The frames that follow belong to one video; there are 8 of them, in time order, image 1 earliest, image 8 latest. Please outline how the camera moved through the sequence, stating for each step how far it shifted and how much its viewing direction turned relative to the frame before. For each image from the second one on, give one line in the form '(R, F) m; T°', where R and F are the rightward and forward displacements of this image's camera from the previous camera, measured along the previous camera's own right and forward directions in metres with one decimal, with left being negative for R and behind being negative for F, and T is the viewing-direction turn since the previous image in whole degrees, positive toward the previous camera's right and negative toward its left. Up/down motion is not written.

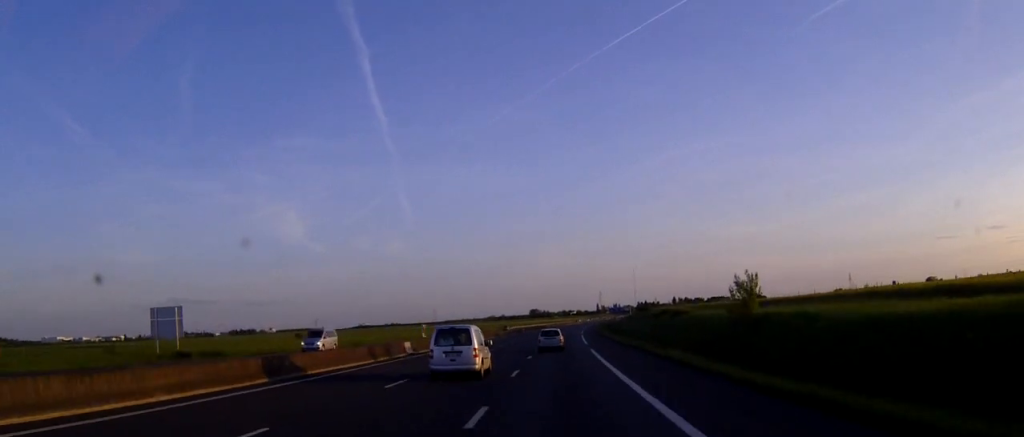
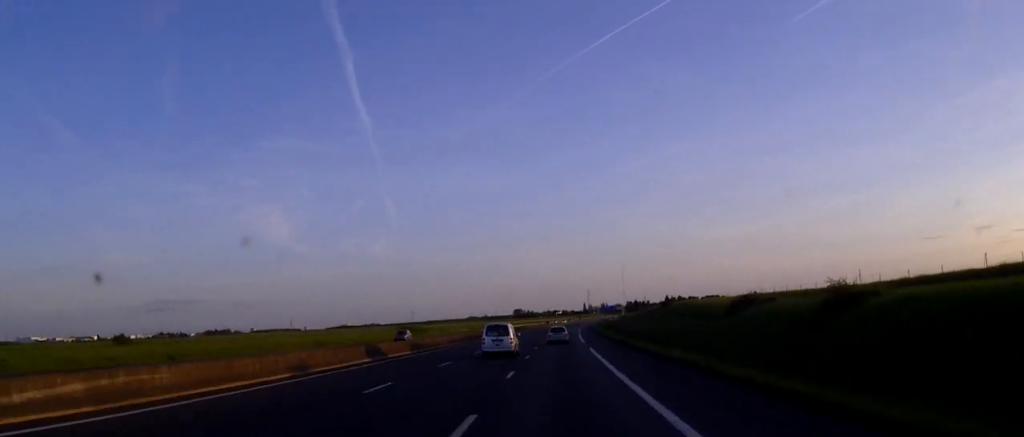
(+0.6, +52.2) m; +1°
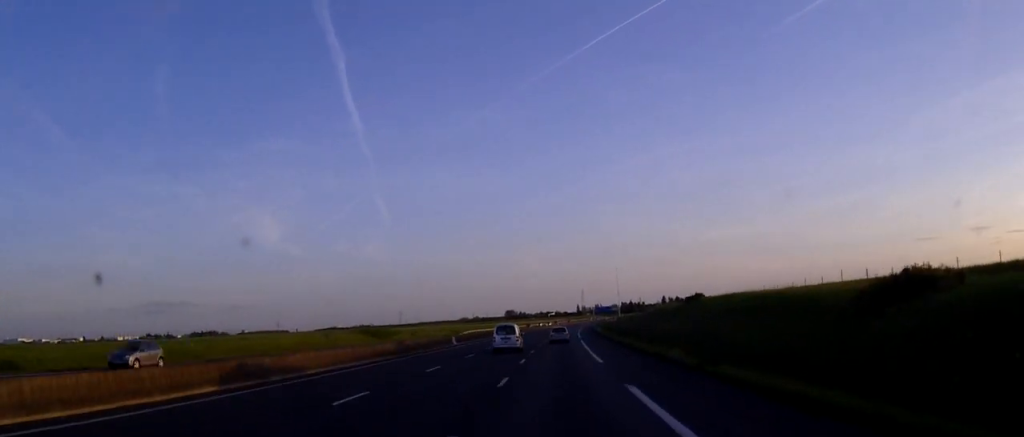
(+0.2, +28.2) m; +1°
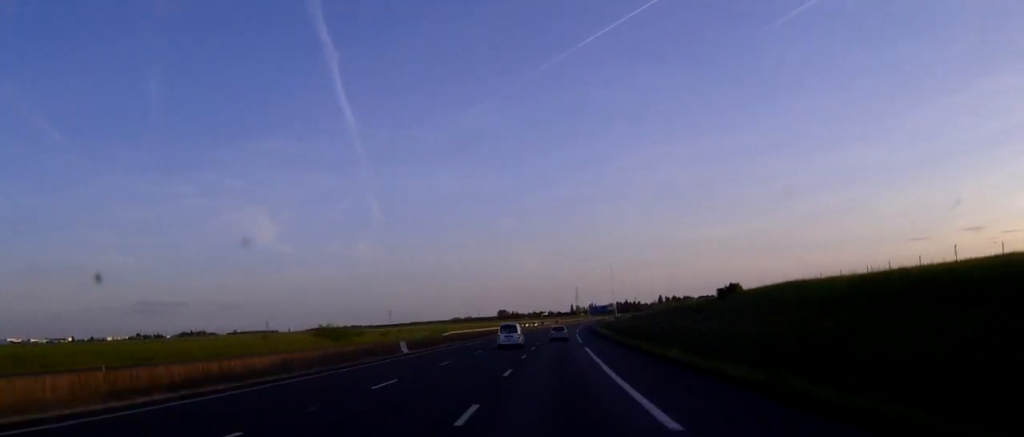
(+0.1, +21.0) m; 0°
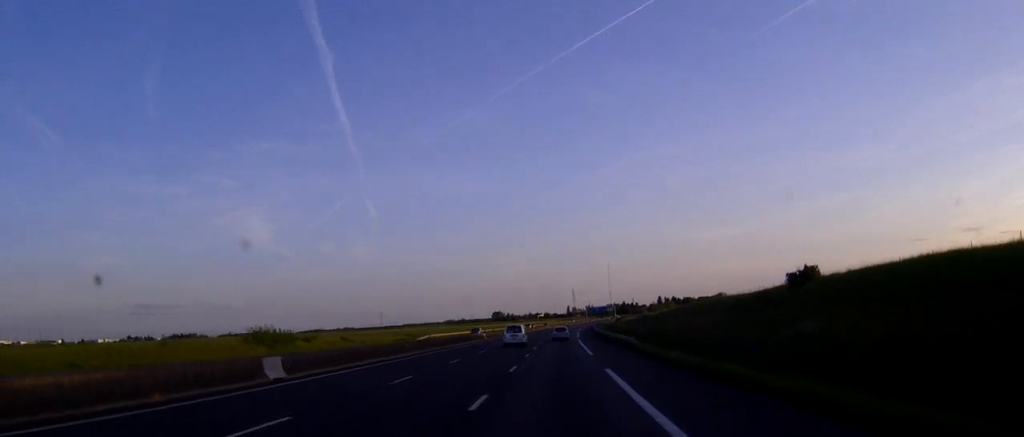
(+0.1, +22.8) m; 0°
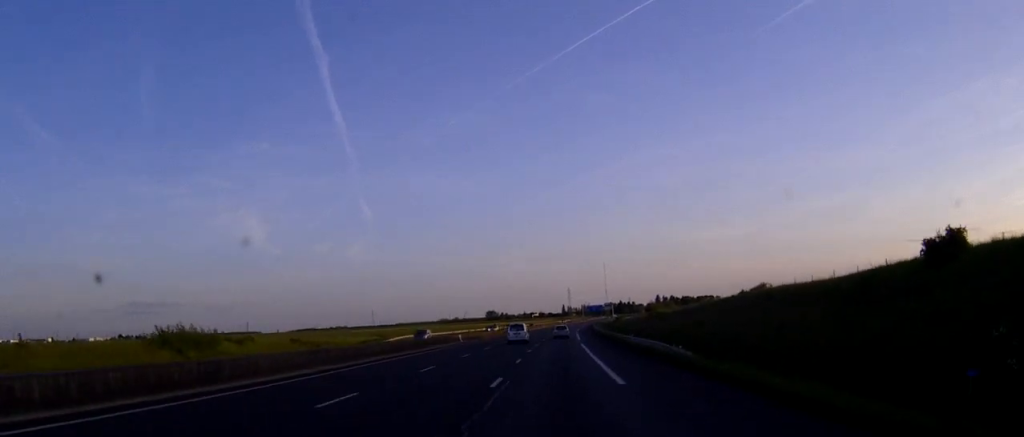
(0.0, +20.2) m; 0°
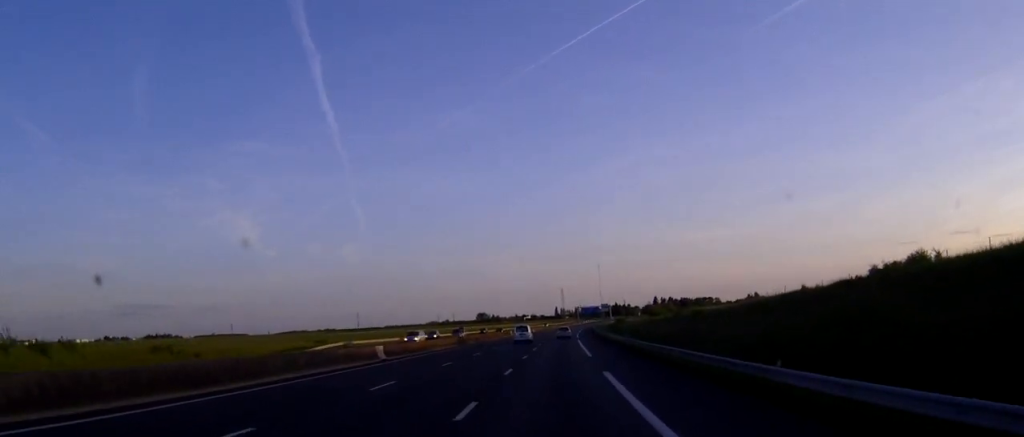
(+0.2, +32.5) m; +1°
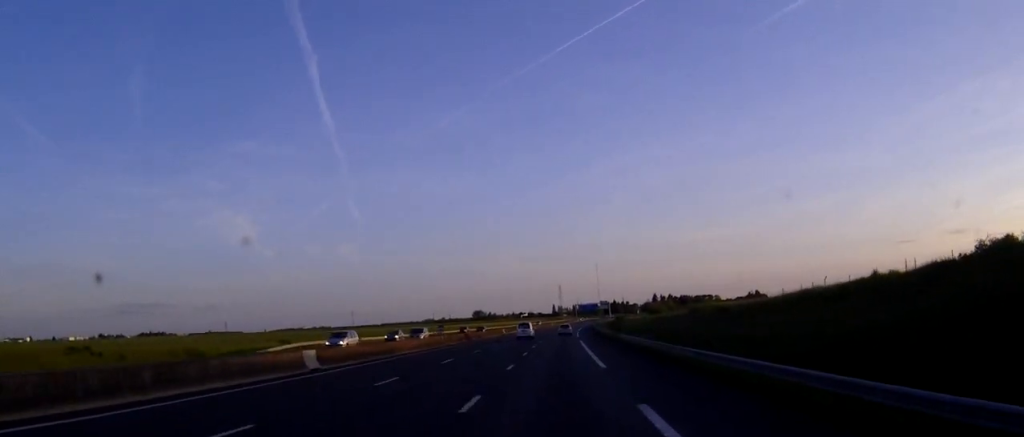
(0.0, +12.3) m; 0°
